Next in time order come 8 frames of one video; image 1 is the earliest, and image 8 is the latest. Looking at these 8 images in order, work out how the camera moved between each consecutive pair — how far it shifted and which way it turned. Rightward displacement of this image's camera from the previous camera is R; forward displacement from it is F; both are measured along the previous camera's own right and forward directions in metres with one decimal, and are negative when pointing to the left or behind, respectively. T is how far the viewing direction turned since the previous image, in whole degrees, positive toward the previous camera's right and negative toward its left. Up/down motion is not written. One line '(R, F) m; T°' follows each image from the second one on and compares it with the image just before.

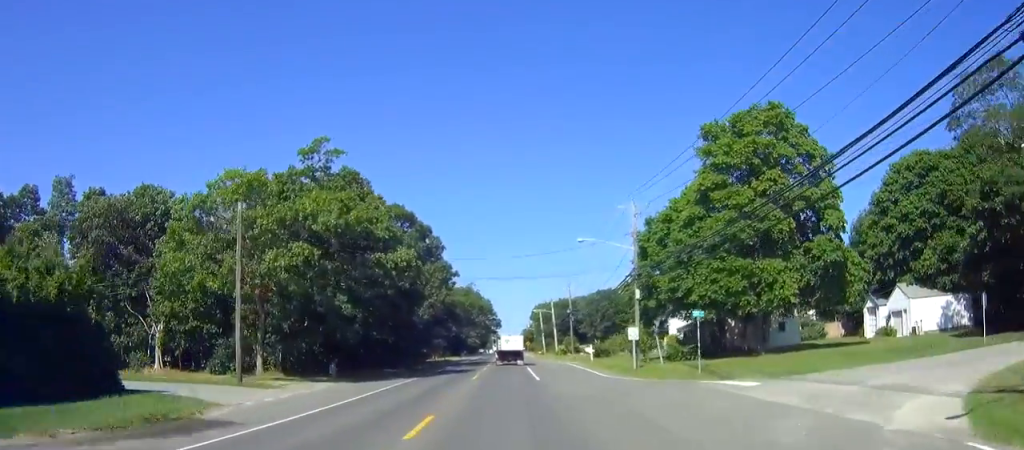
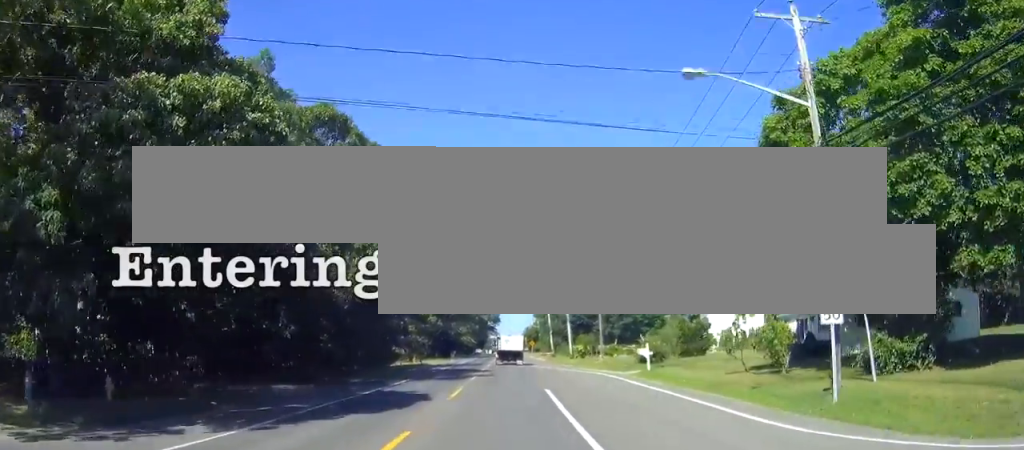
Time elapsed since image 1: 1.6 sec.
(+0.1, +26.5) m; 0°
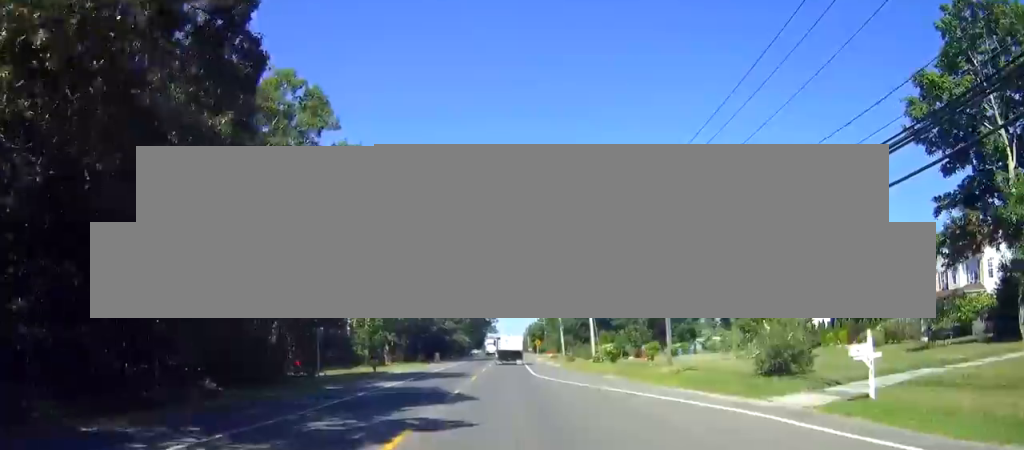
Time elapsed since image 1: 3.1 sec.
(-0.2, +24.7) m; -1°
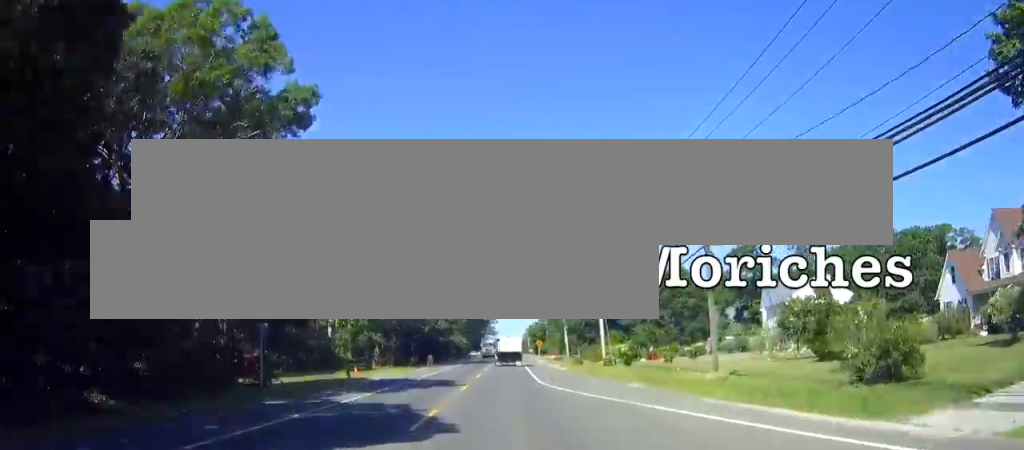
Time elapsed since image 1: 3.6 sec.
(0.0, +7.7) m; 0°
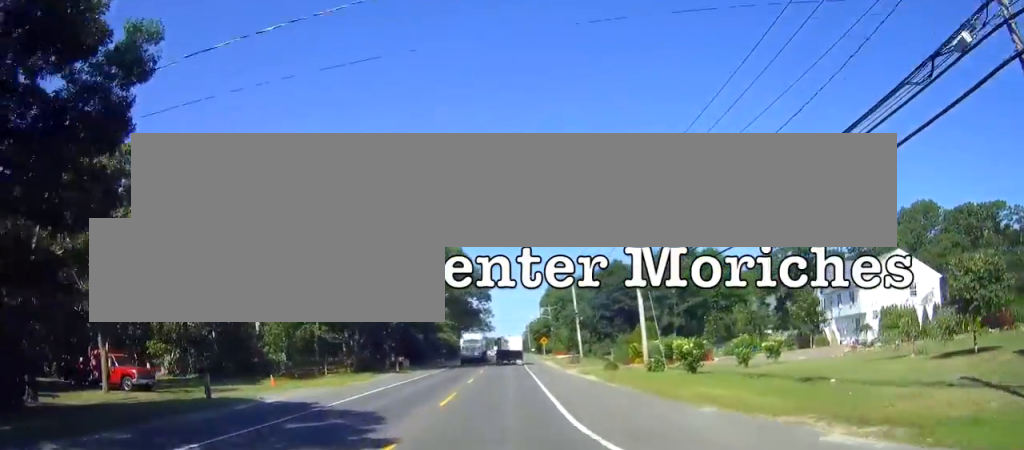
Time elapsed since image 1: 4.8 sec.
(0.0, +19.3) m; 0°
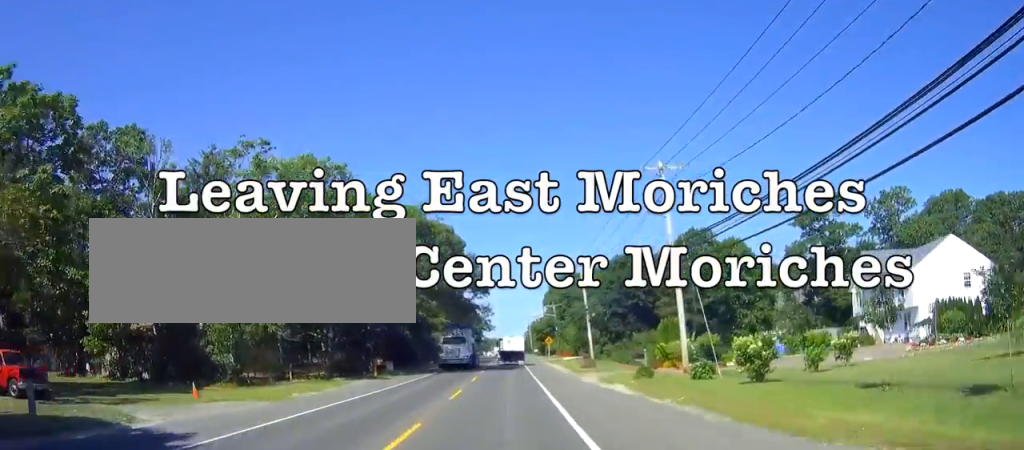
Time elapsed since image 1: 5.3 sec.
(0.0, +9.4) m; 0°
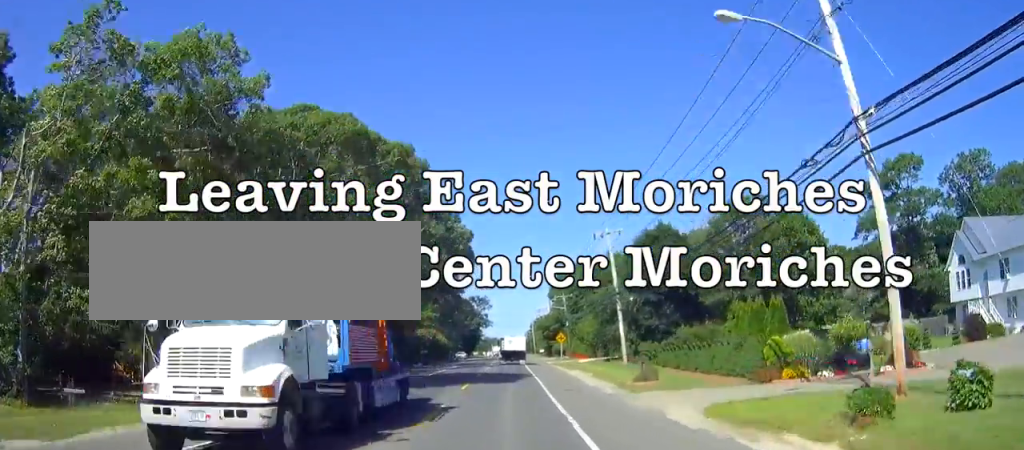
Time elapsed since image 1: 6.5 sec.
(0.0, +19.1) m; 0°
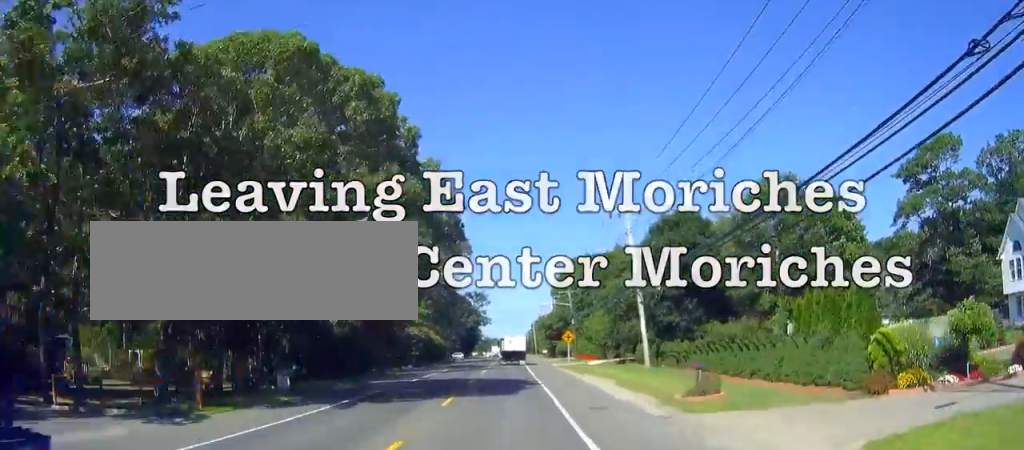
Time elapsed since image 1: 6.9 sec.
(0.0, +7.9) m; 0°
